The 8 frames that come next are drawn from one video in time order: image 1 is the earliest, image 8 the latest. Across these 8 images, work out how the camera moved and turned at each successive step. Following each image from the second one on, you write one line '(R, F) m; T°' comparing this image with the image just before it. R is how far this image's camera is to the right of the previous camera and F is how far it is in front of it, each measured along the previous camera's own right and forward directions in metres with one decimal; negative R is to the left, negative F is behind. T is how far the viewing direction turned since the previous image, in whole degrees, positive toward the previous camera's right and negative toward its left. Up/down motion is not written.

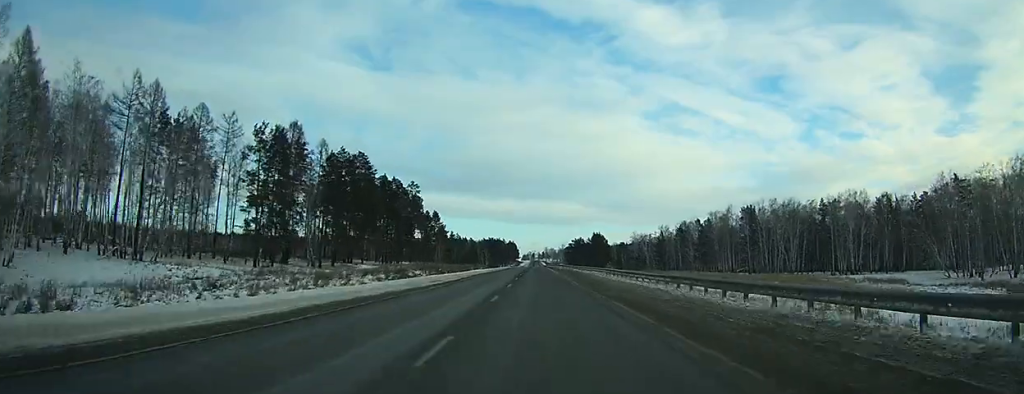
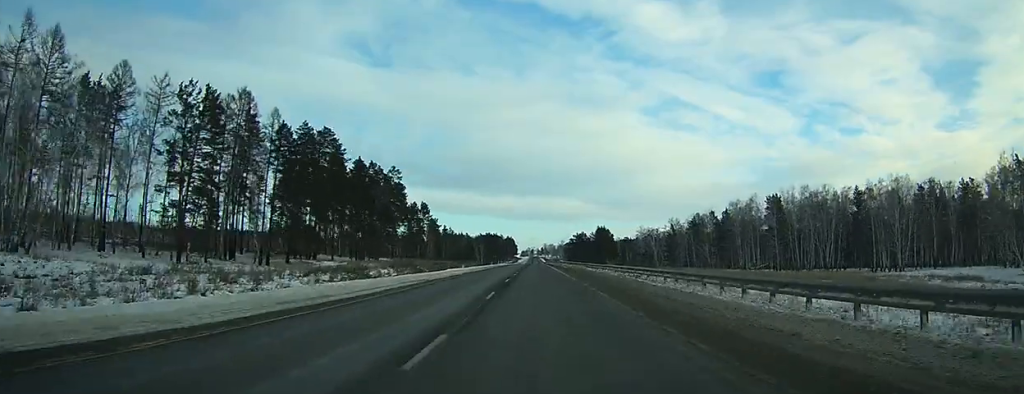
(-0.1, +24.1) m; 0°
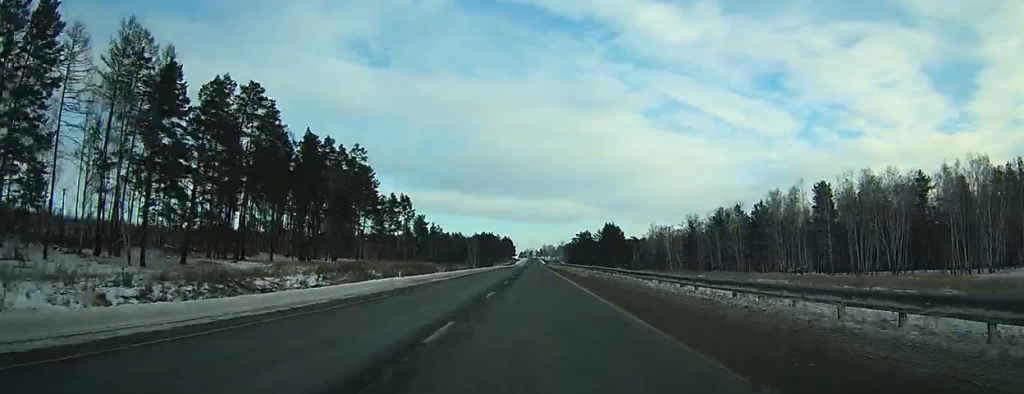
(0.0, +33.7) m; 0°
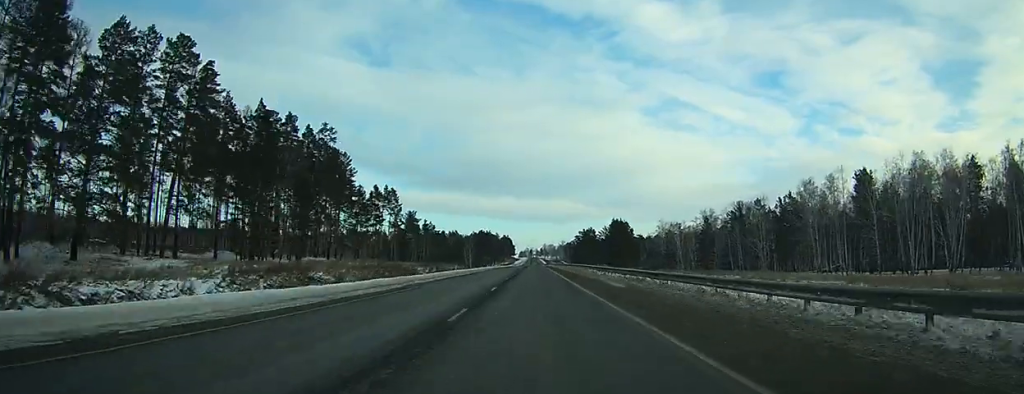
(0.0, +20.8) m; 0°
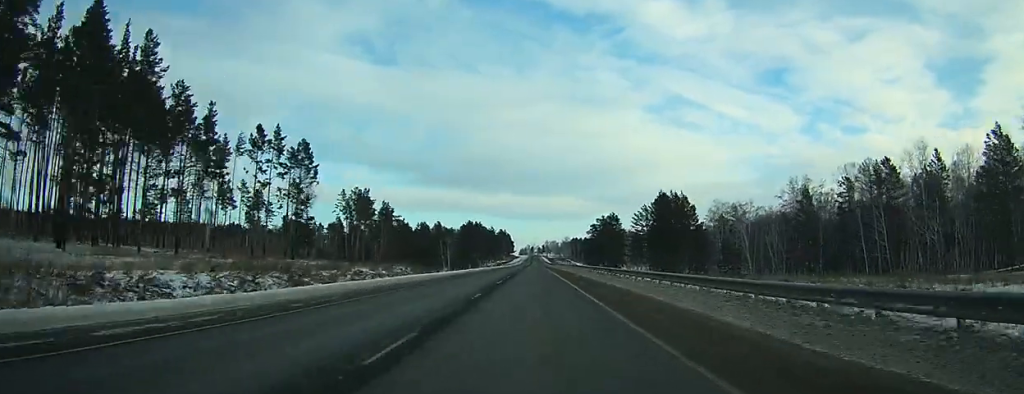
(-0.1, +76.7) m; 0°
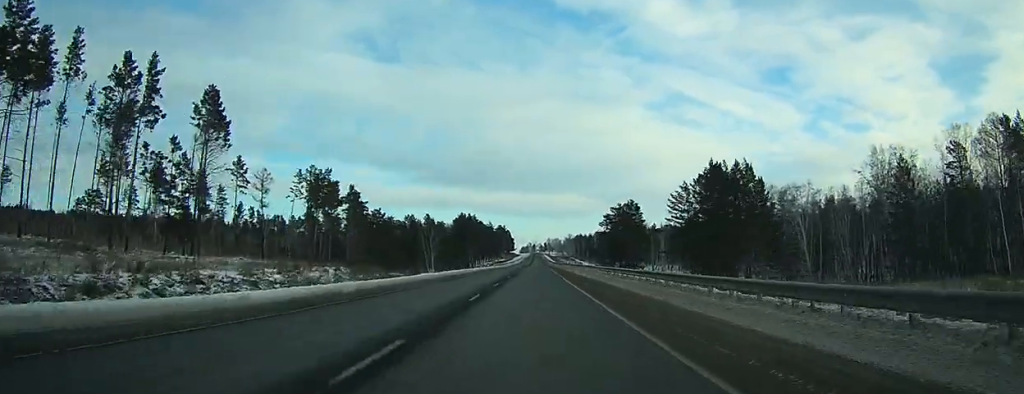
(-0.2, +36.8) m; 0°
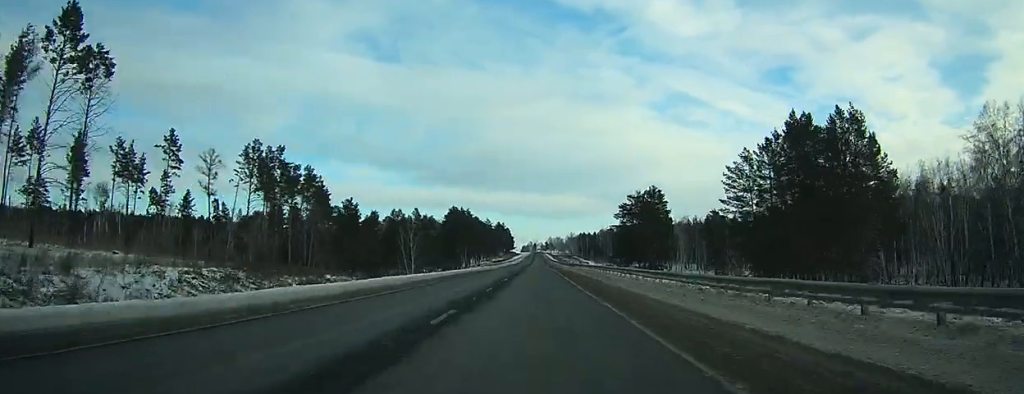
(0.0, +30.4) m; 0°
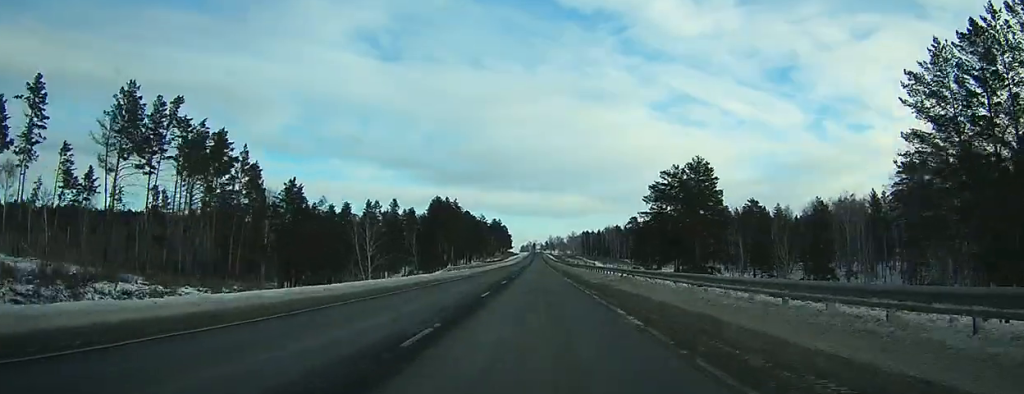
(+0.1, +38.5) m; 0°
